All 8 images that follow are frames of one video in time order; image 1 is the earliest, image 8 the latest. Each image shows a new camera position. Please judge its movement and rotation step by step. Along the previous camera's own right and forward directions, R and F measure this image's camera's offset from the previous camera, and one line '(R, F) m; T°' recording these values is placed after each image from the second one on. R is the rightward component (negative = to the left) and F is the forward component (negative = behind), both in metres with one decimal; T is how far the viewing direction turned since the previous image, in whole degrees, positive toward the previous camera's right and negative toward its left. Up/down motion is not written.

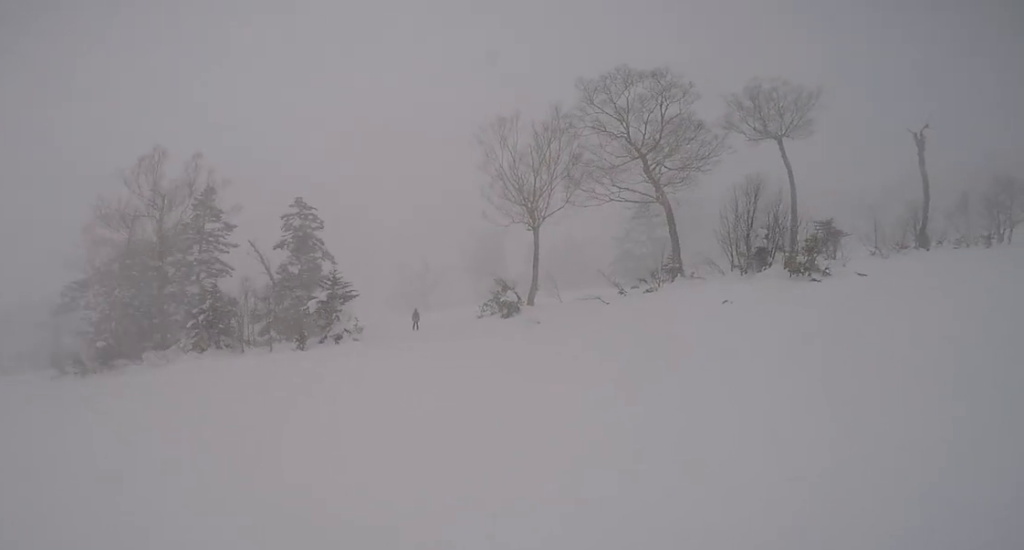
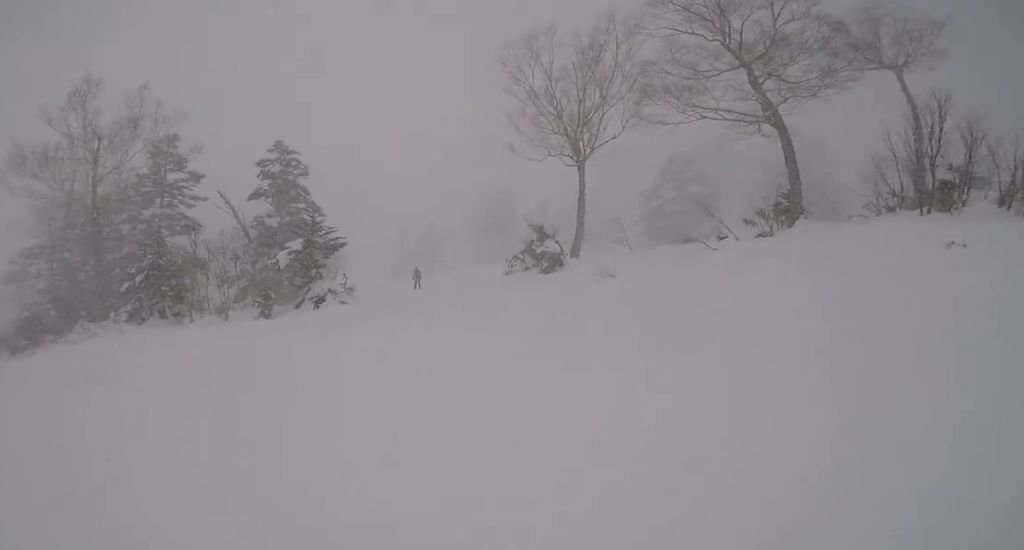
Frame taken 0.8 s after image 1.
(-0.8, +5.8) m; -7°
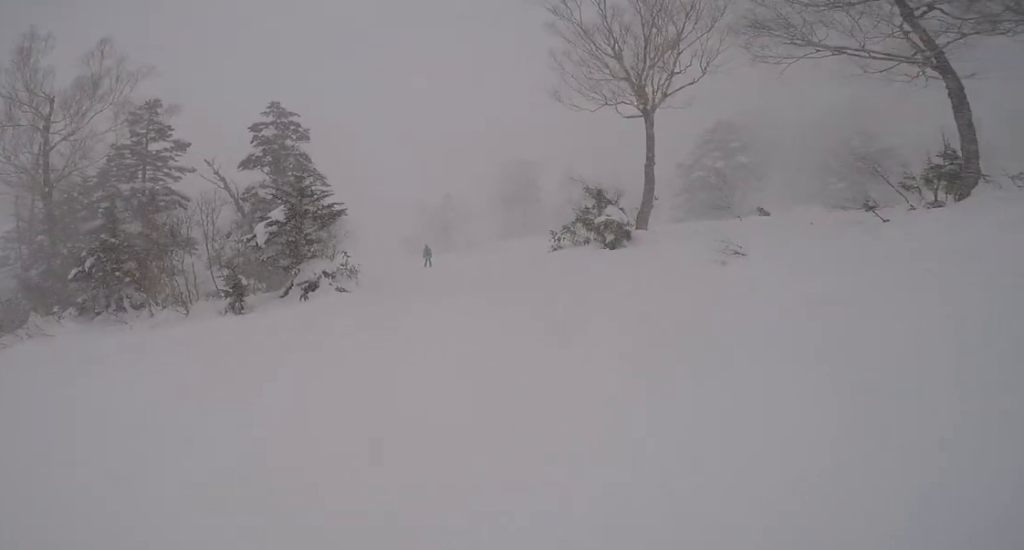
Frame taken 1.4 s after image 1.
(0.0, +4.1) m; +3°
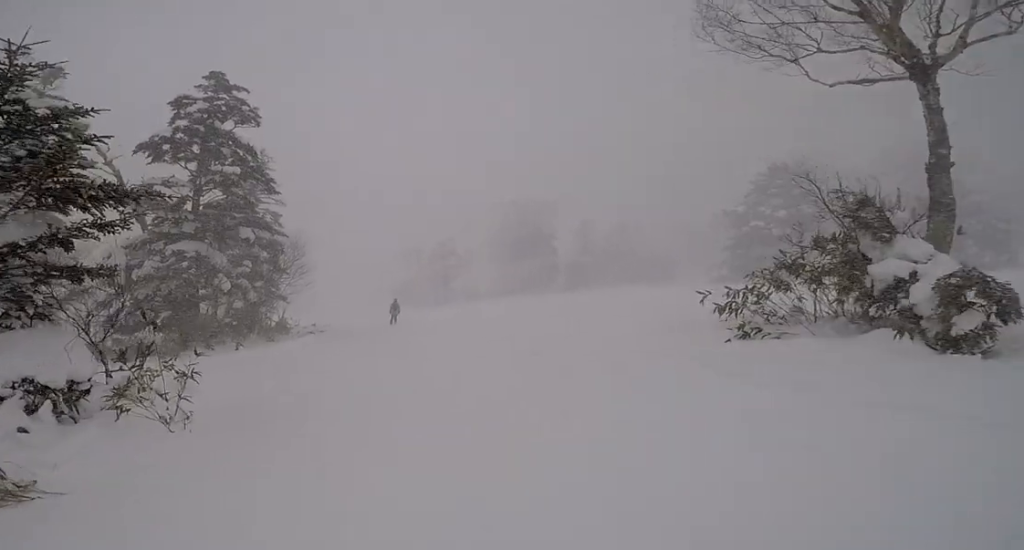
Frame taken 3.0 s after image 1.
(+1.2, +10.5) m; +4°
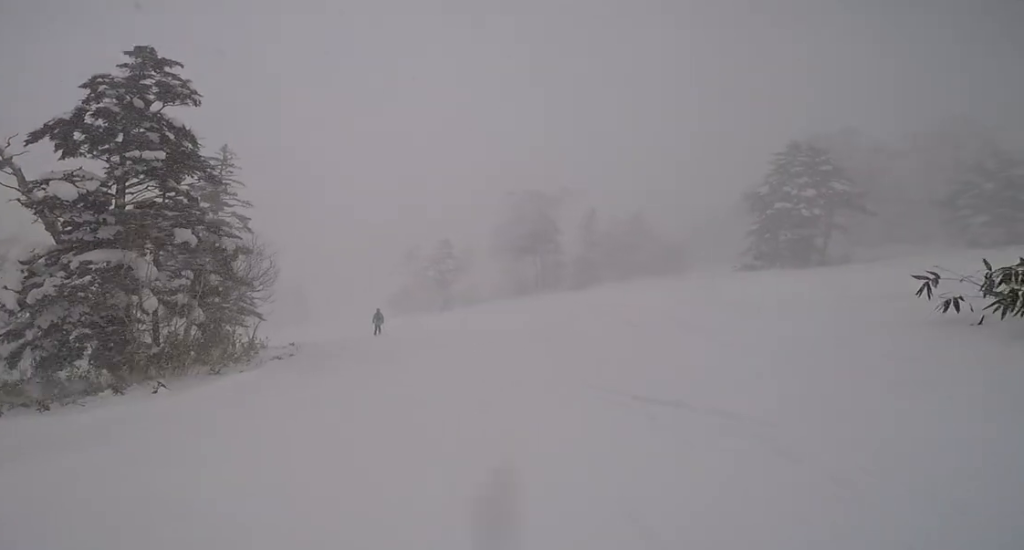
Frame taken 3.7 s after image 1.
(-0.6, +4.4) m; -2°
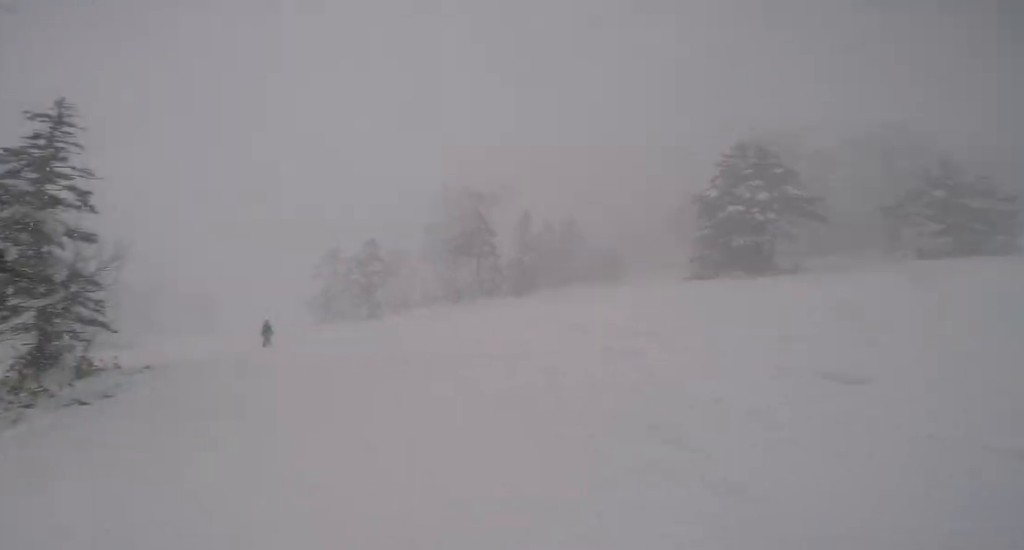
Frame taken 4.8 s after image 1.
(+0.2, +6.5) m; -1°
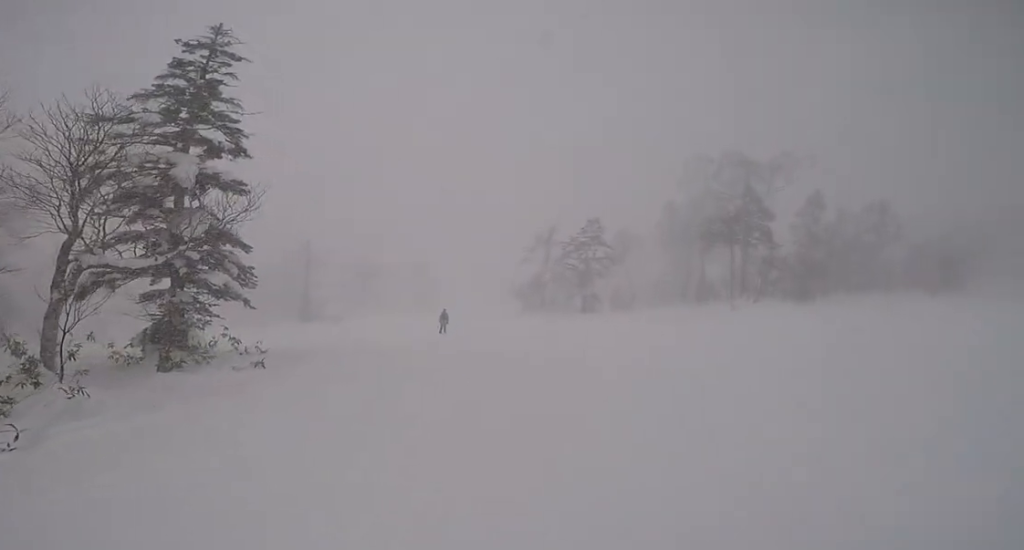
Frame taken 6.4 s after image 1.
(-0.8, +9.0) m; -9°
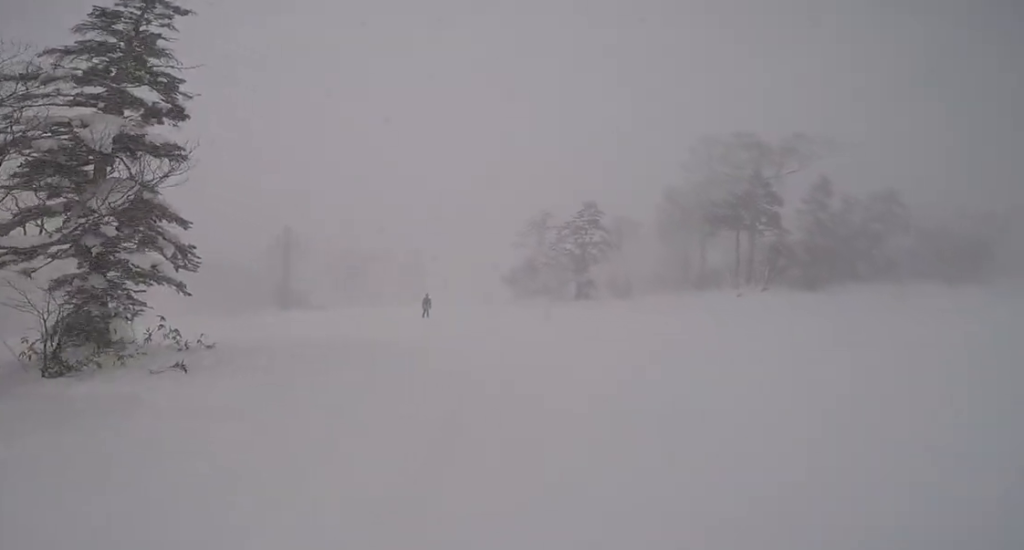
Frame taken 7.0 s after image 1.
(+0.1, +3.0) m; -3°
